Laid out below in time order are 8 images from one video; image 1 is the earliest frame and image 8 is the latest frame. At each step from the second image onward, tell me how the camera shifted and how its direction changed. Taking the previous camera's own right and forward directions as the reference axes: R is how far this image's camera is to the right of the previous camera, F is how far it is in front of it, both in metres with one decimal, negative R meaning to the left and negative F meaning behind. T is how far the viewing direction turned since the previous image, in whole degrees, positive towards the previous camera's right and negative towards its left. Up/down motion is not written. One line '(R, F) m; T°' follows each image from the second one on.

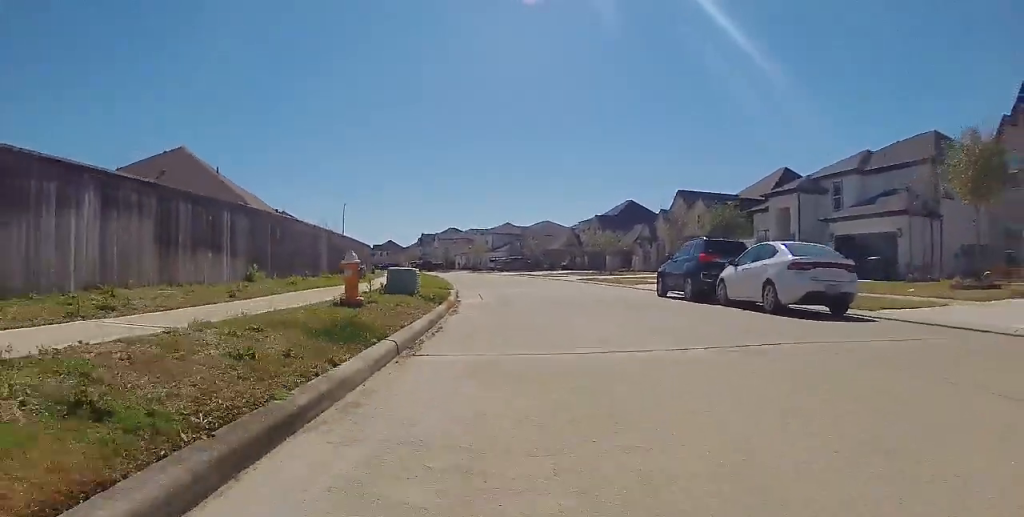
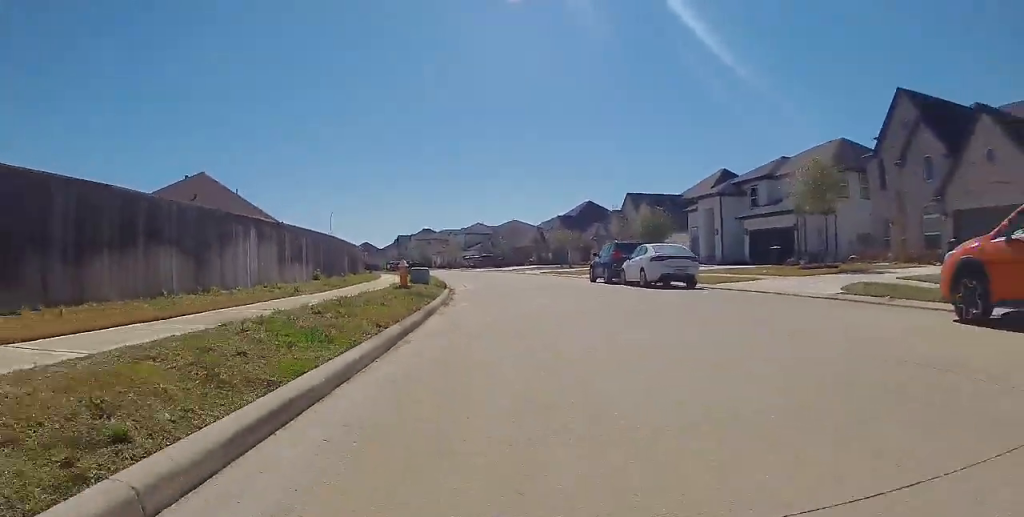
(+0.3, +7.8) m; +2°
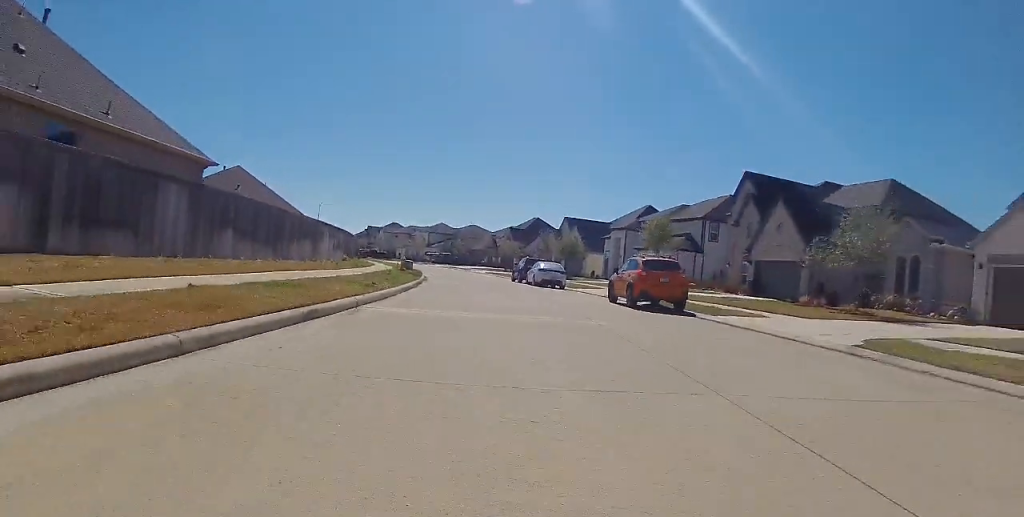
(-1.1, +14.9) m; -3°
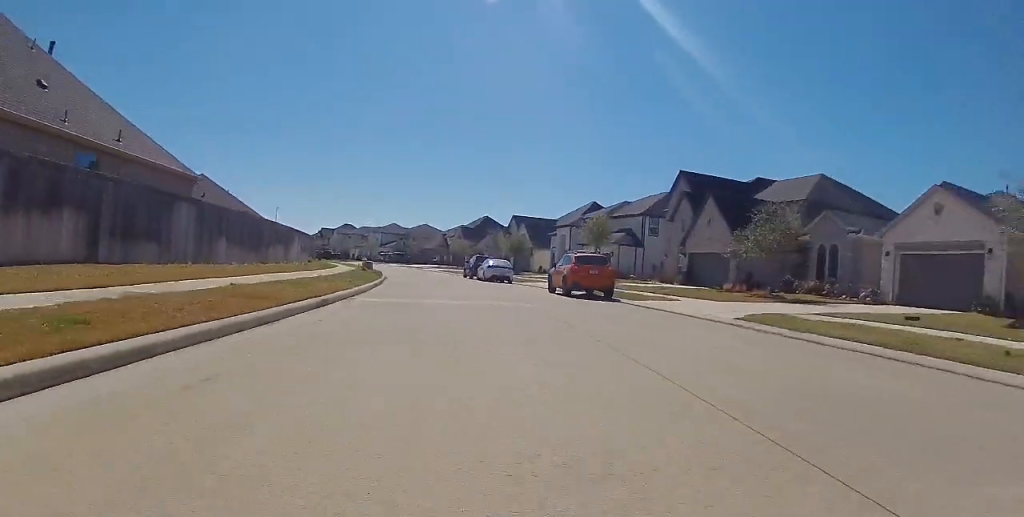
(+0.2, +3.2) m; +3°
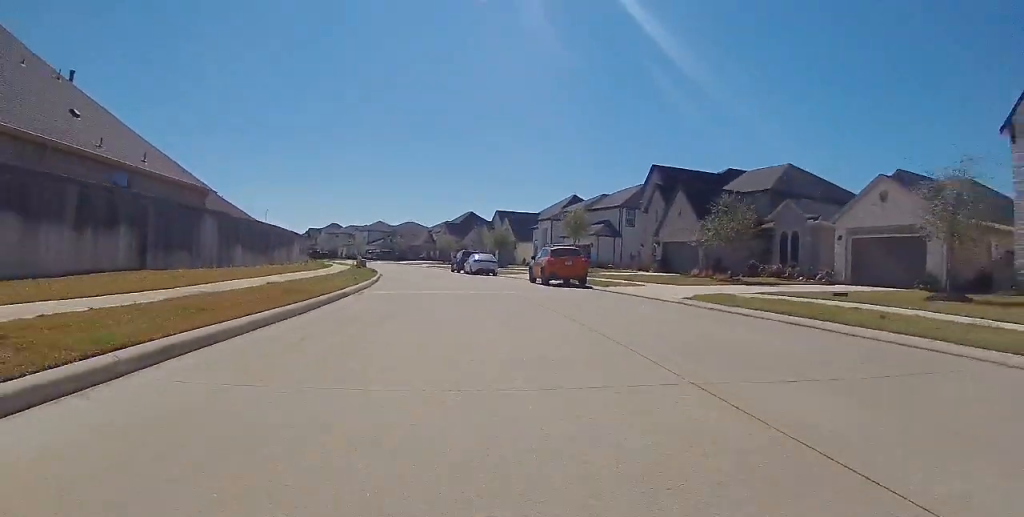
(0.0, +2.7) m; +3°
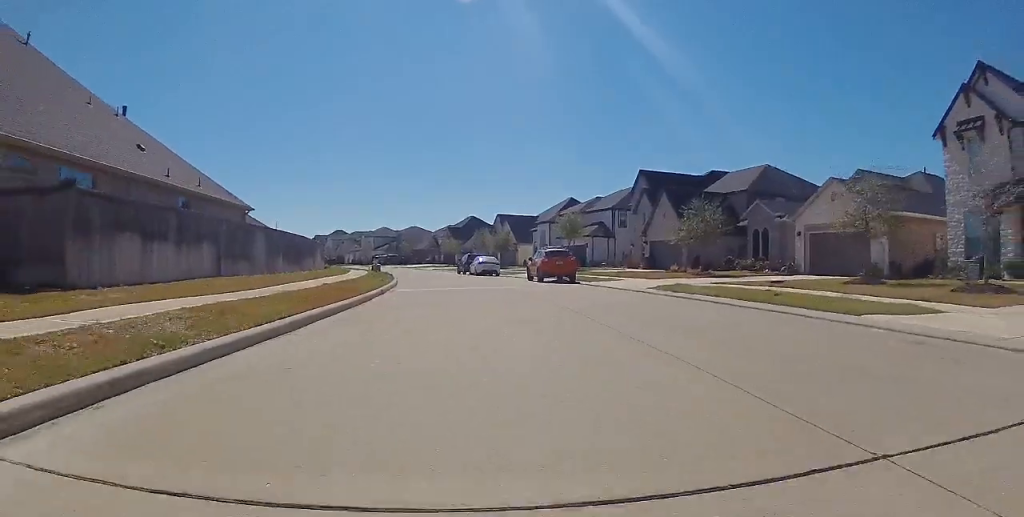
(-0.1, +4.4) m; +5°
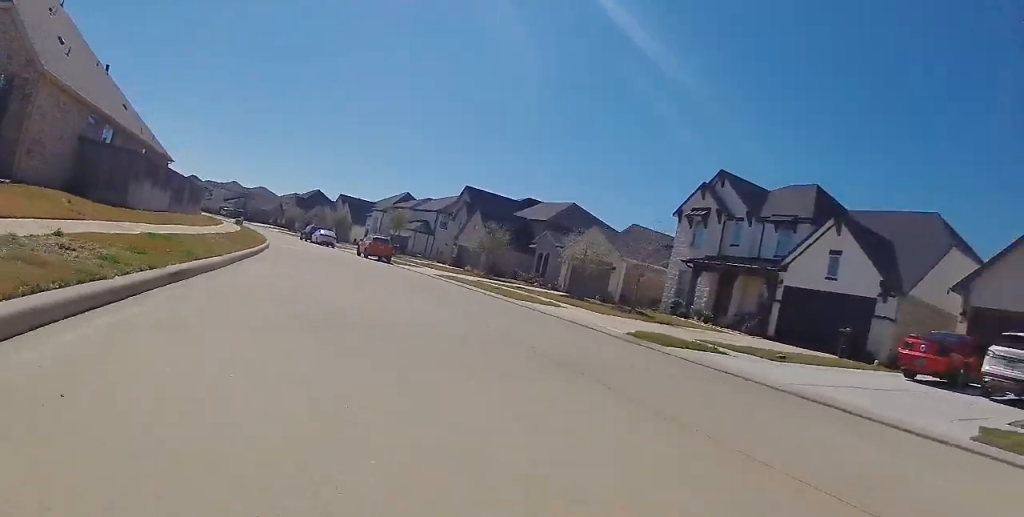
(+0.7, +11.0) m; +10°
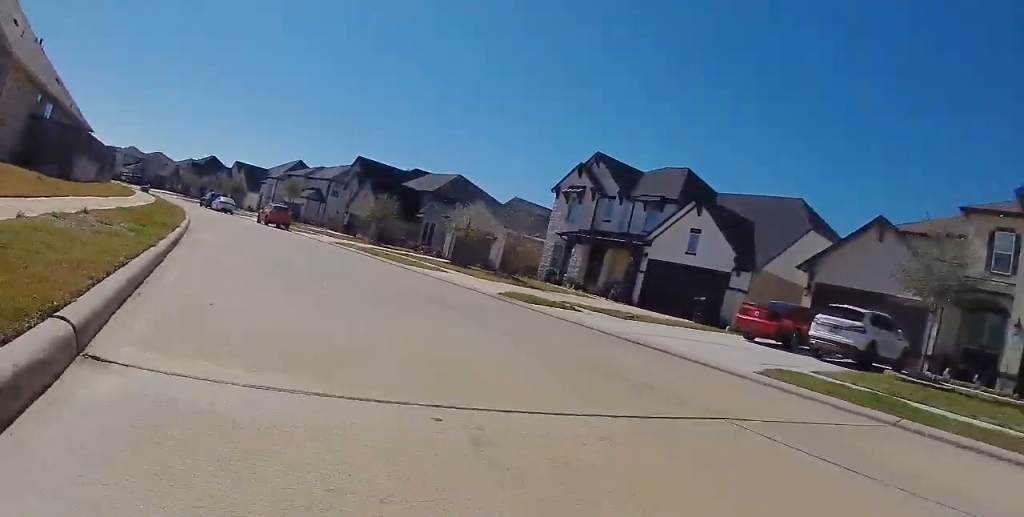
(+0.4, +2.9) m; +12°
